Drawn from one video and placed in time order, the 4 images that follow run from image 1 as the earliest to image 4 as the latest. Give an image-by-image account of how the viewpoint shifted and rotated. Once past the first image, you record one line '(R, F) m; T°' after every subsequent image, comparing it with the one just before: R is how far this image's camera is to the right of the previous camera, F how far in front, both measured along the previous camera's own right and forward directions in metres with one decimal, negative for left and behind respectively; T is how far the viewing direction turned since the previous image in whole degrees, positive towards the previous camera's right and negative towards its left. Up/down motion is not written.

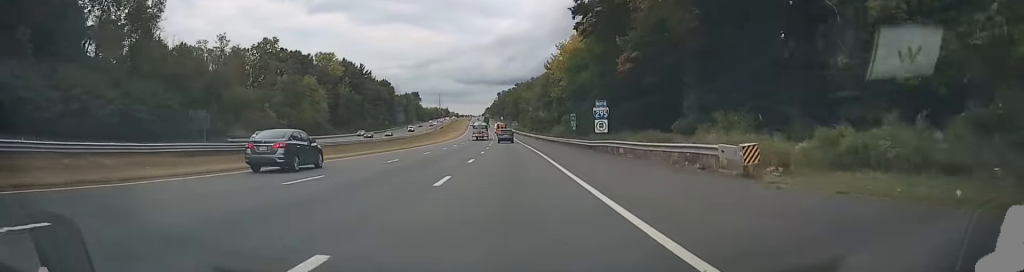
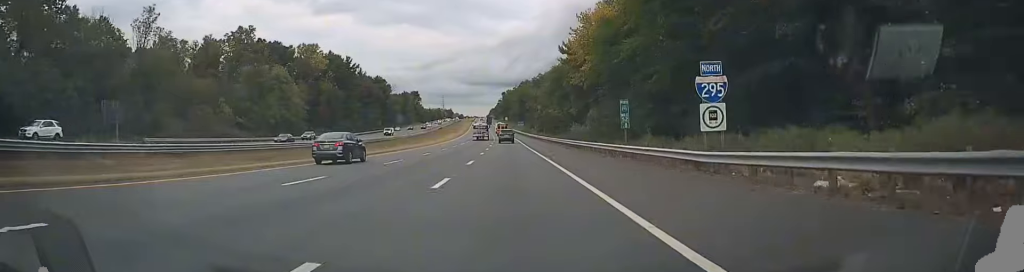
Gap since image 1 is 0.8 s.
(-0.2, +26.8) m; -1°
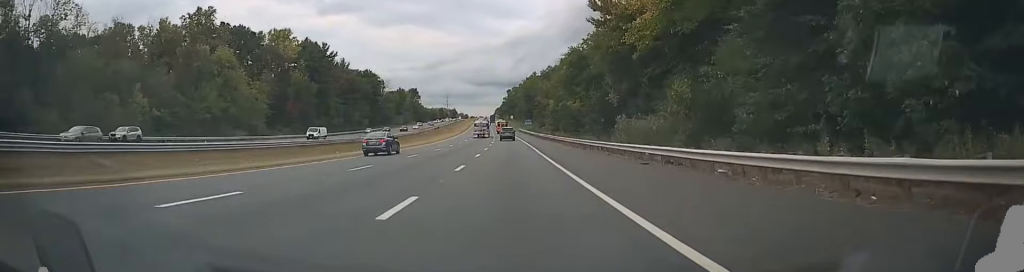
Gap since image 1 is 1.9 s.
(-0.3, +33.9) m; -1°
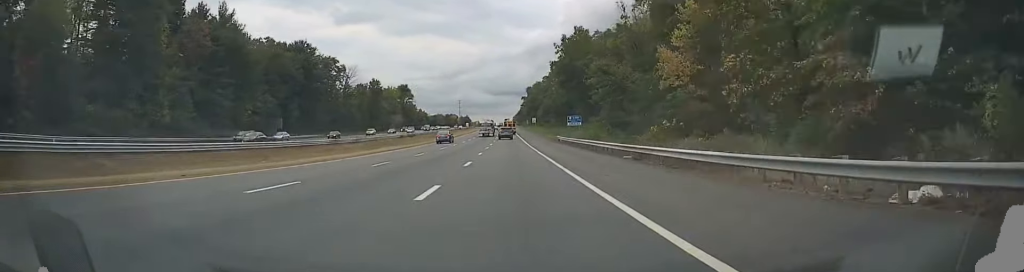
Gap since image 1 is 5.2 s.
(-1.4, +92.5) m; -2°
